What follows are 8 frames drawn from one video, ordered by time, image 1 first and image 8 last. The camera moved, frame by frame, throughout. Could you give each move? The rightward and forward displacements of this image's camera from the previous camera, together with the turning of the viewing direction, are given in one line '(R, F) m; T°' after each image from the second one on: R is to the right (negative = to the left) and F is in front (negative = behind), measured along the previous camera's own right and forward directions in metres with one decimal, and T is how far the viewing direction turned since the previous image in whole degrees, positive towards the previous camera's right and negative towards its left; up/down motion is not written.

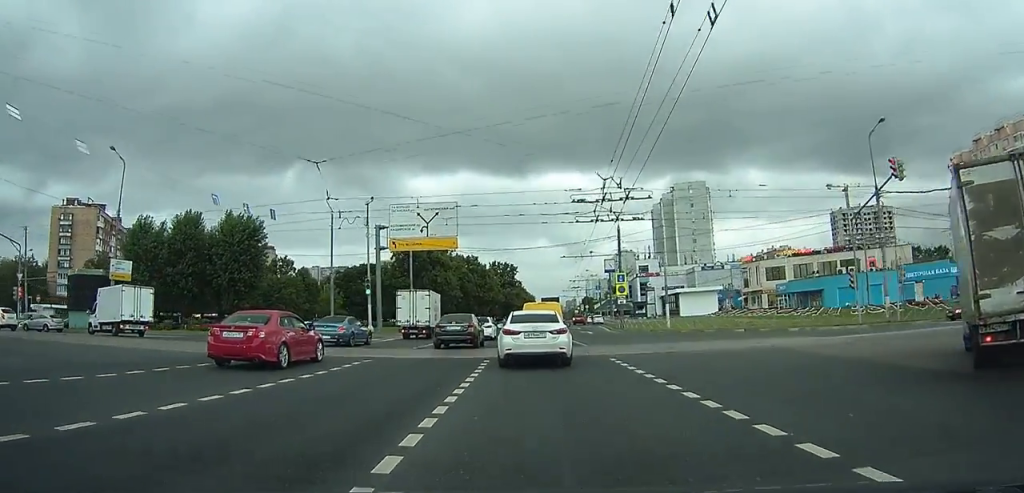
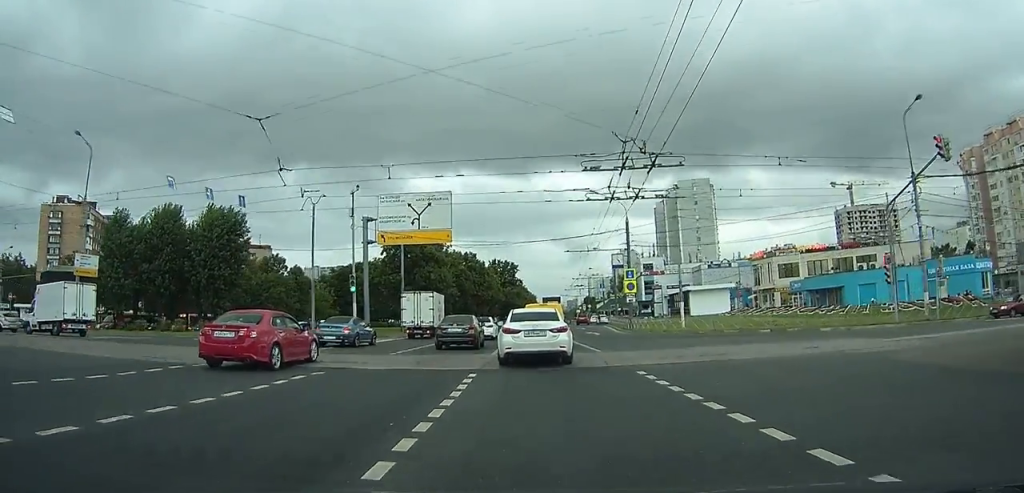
(0.0, +4.1) m; 0°
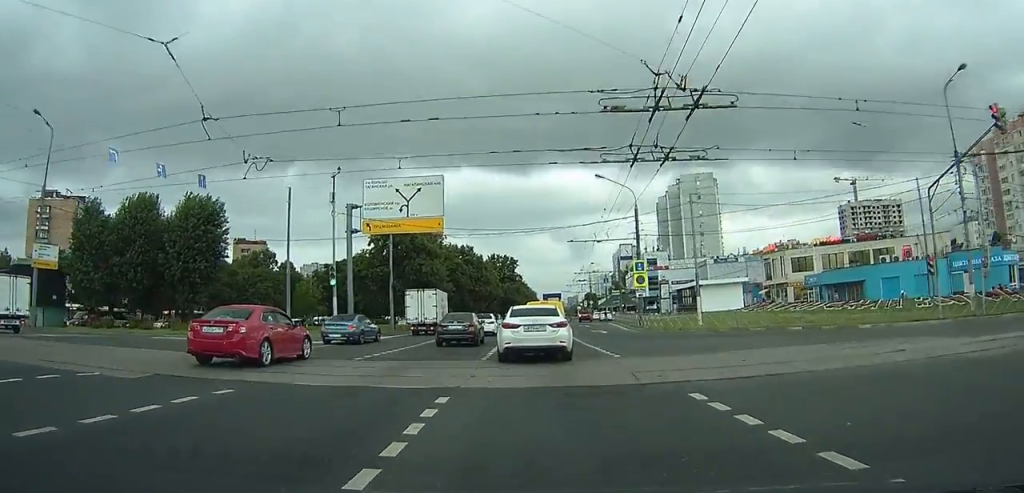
(0.0, +4.2) m; 0°
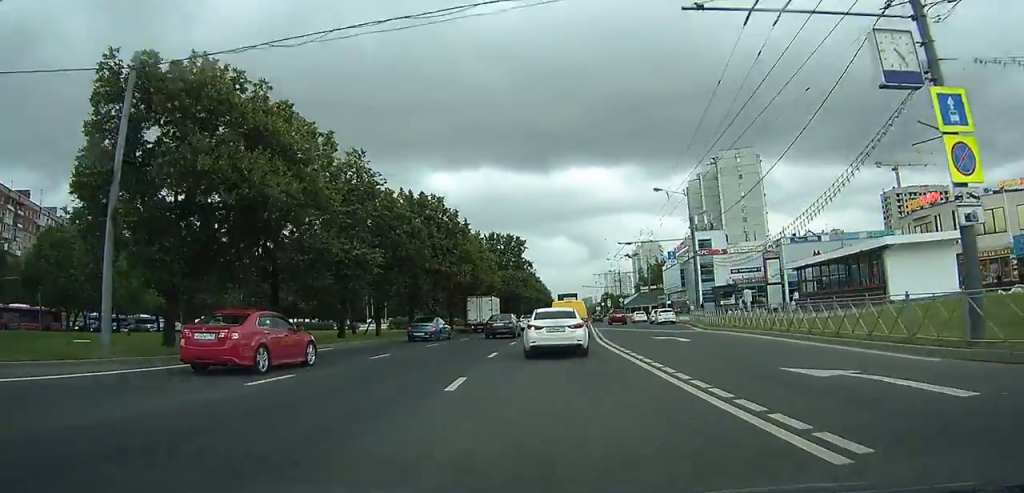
(+0.3, +34.7) m; +1°
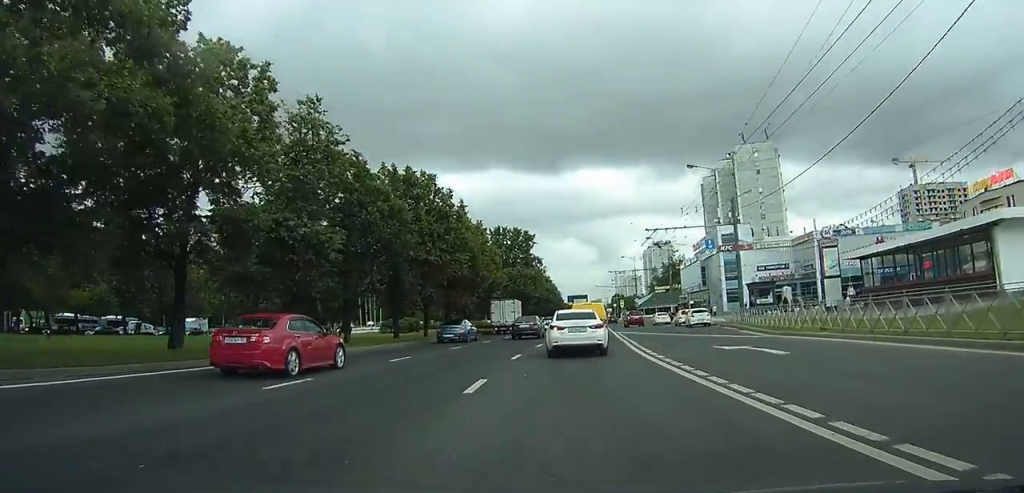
(0.0, +8.3) m; 0°
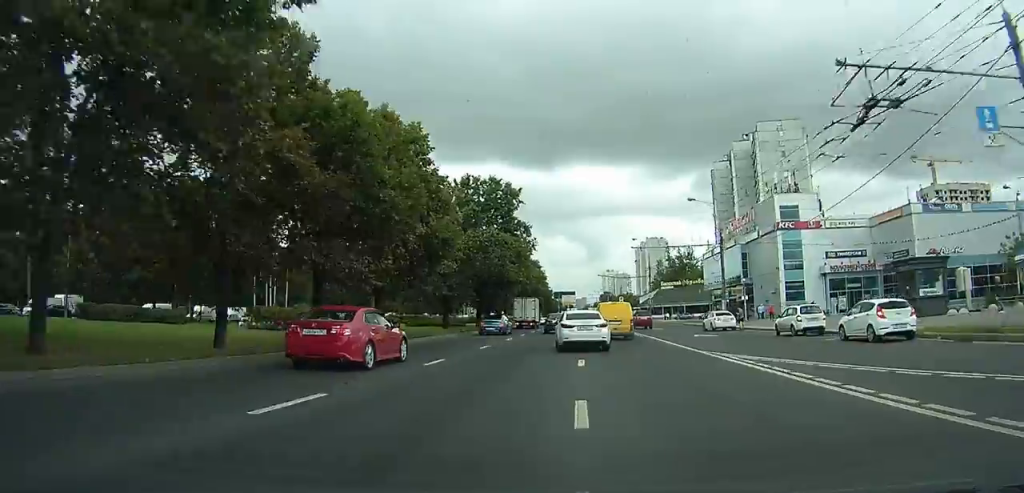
(-0.2, +27.7) m; 0°
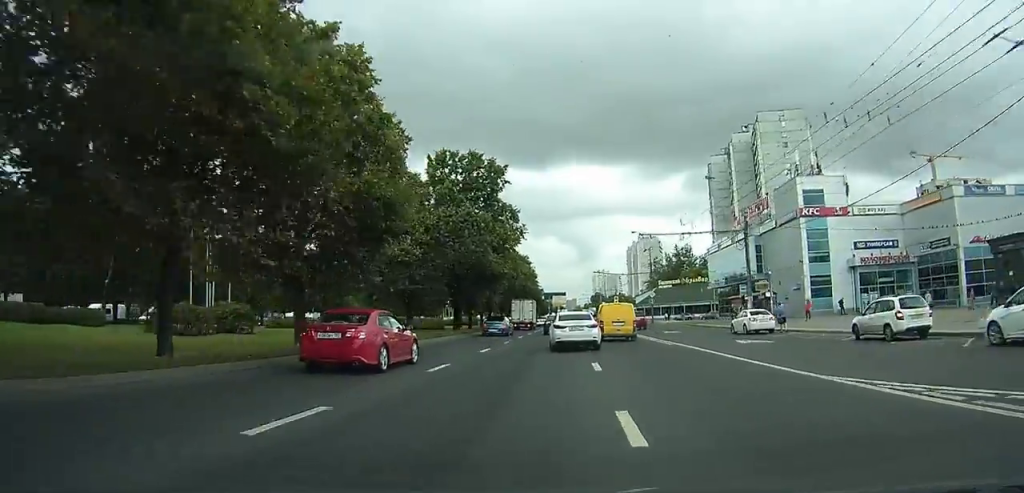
(+0.1, +9.0) m; +1°
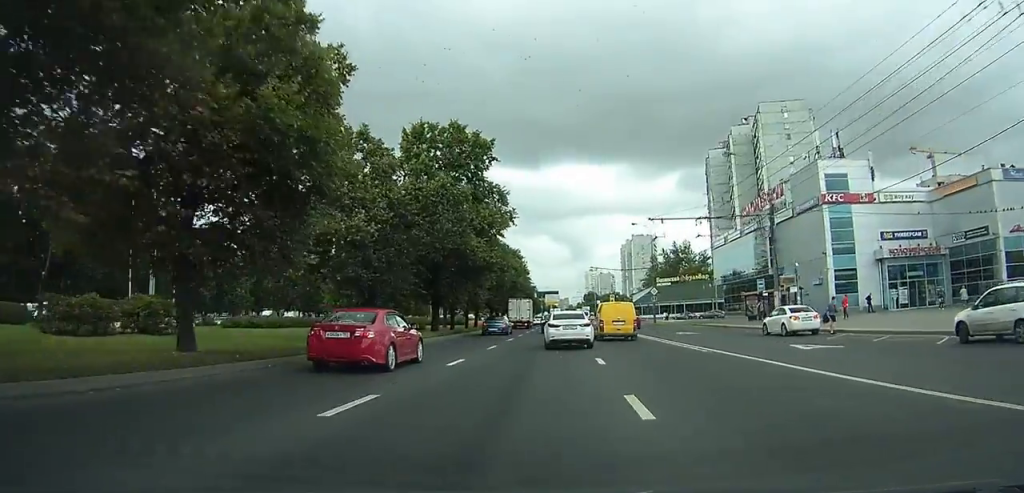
(0.0, +6.8) m; 0°
